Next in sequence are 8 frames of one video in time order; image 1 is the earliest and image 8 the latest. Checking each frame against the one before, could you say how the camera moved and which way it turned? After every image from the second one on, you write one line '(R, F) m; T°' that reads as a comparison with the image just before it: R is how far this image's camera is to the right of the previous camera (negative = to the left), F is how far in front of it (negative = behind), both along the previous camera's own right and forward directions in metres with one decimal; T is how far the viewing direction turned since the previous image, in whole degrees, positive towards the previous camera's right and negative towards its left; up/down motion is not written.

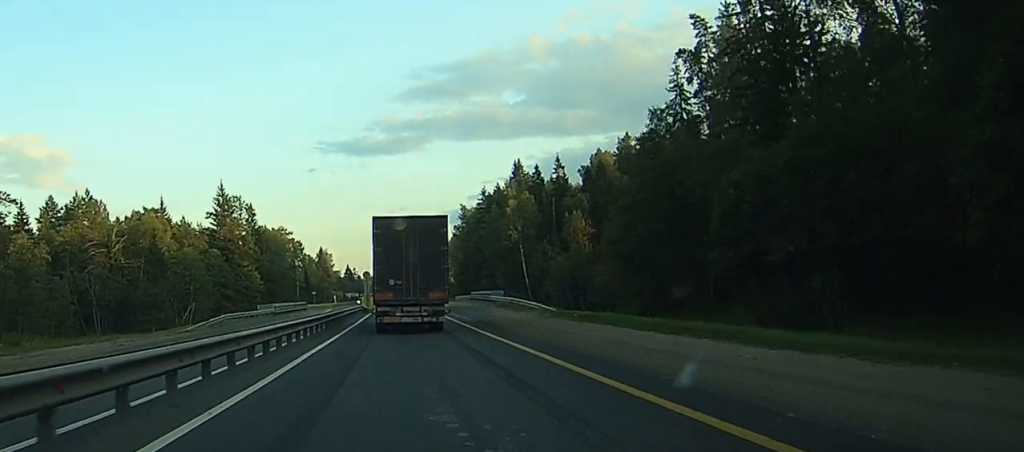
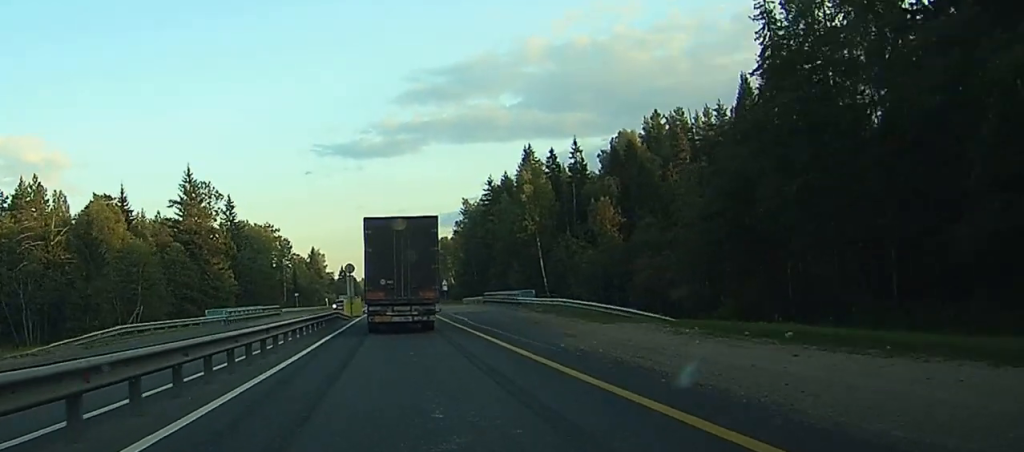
(0.0, +28.6) m; 0°
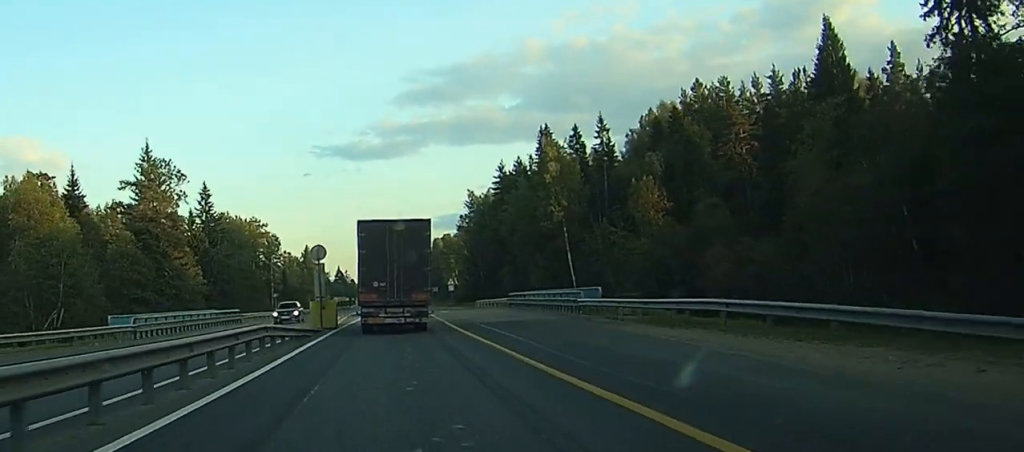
(0.0, +26.5) m; 0°
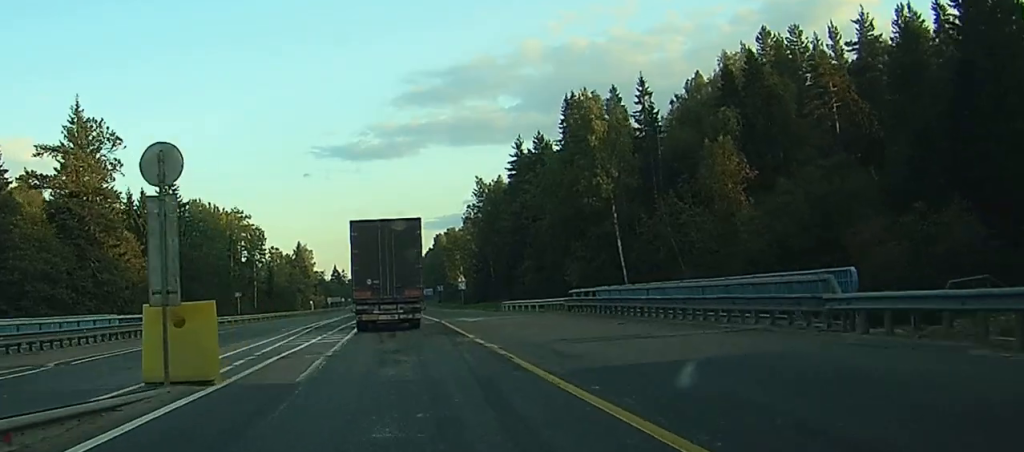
(-0.1, +28.3) m; 0°
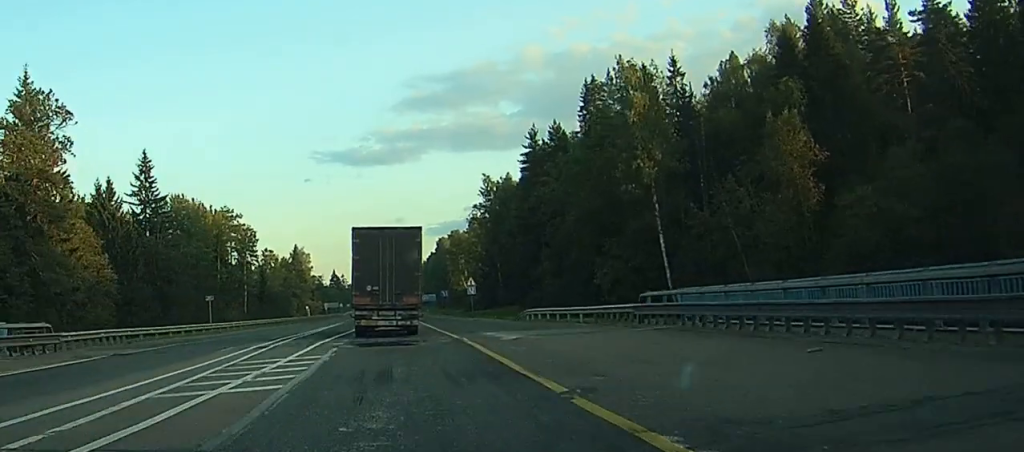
(0.0, +14.4) m; 0°
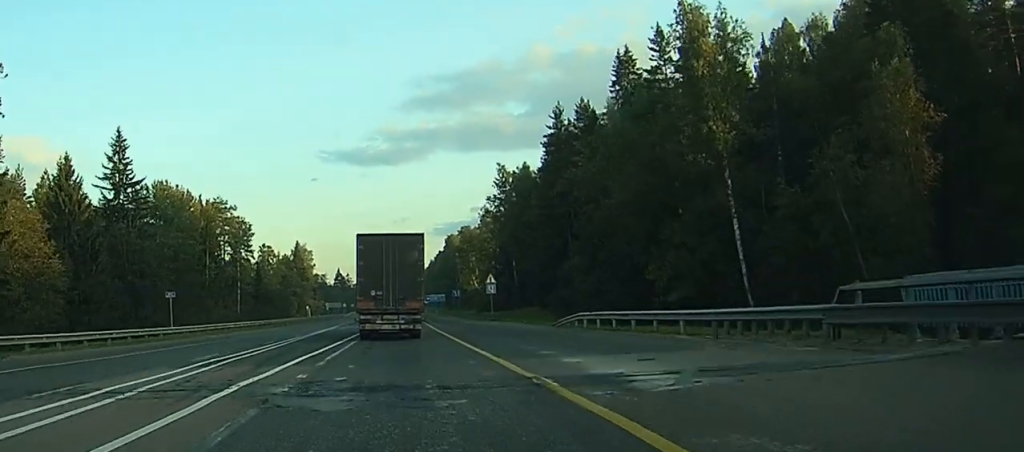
(0.0, +15.5) m; 0°
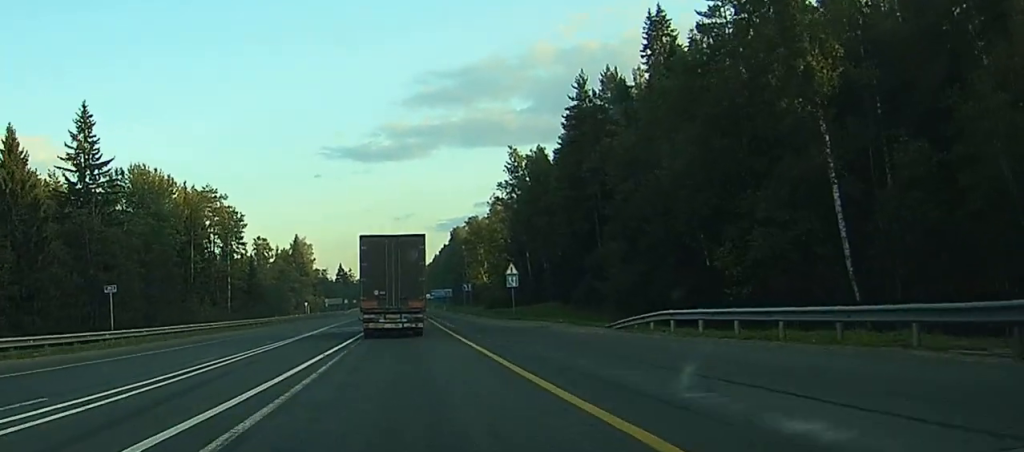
(0.0, +13.8) m; 0°
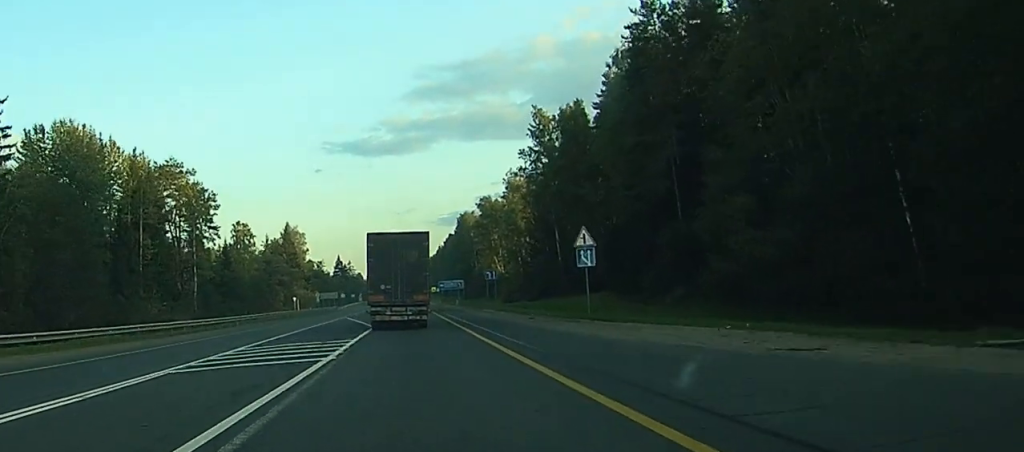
(-0.1, +28.5) m; +2°
